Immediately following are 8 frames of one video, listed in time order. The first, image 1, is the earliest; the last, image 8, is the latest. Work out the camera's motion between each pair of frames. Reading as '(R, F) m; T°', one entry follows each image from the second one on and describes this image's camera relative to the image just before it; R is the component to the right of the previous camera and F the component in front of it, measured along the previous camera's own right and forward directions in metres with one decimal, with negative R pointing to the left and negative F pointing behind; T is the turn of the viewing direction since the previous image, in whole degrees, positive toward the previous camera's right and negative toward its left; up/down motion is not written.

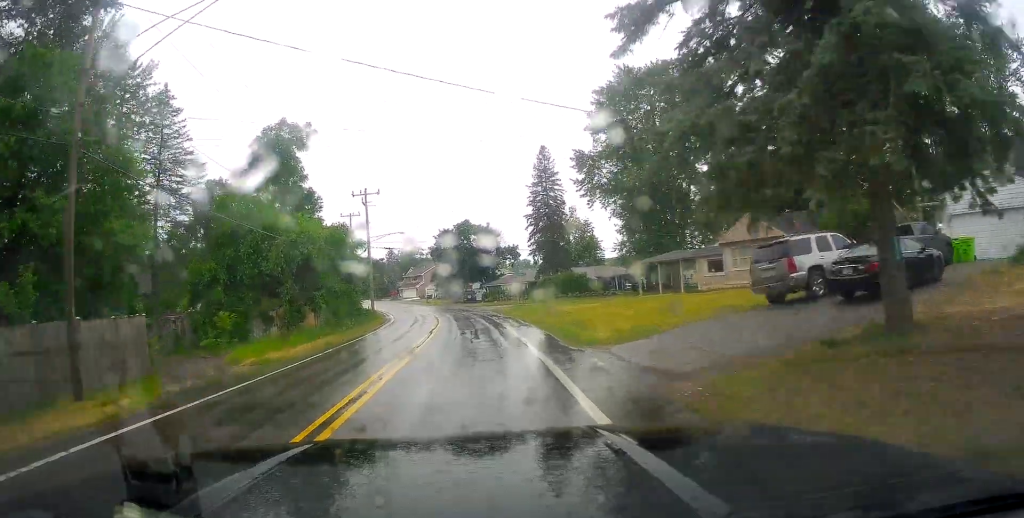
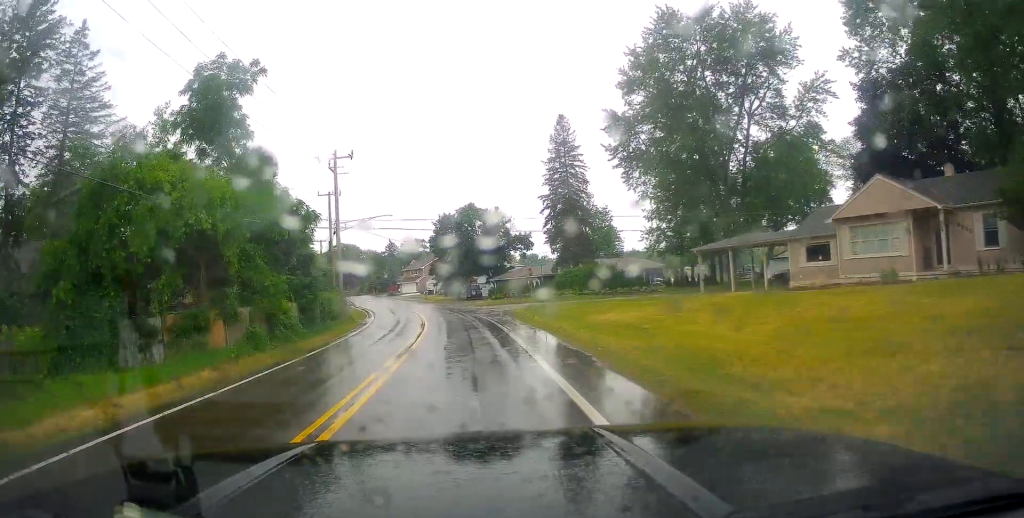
(0.0, +12.9) m; 0°
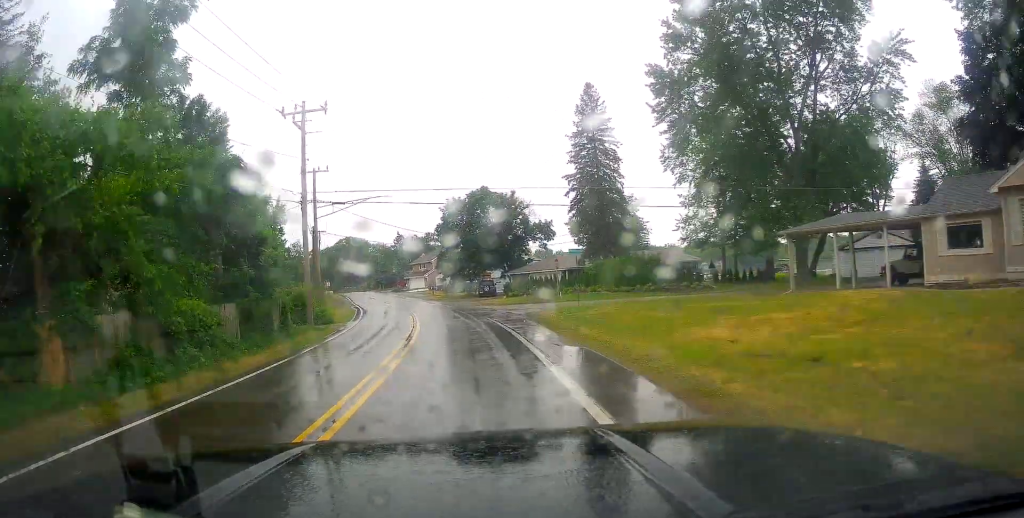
(0.0, +9.9) m; -1°
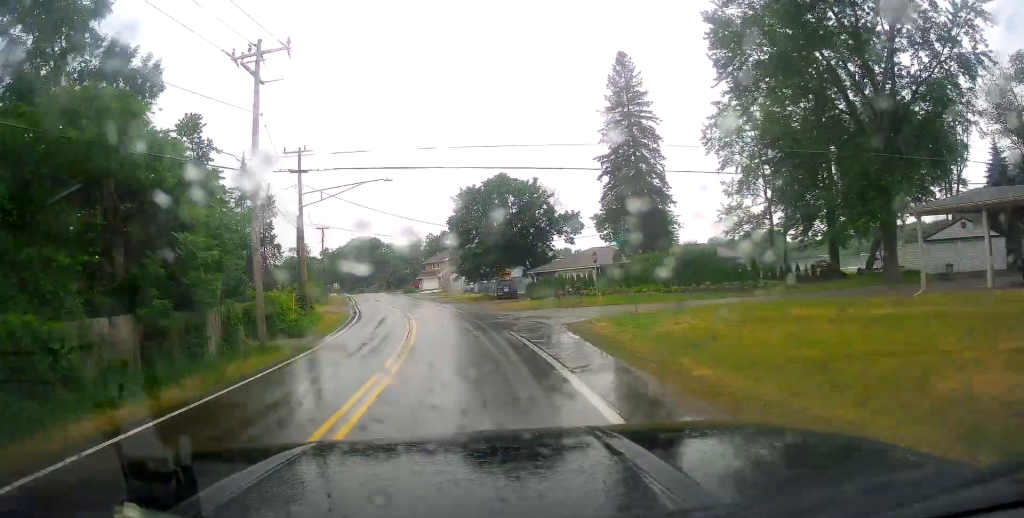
(+0.1, +8.5) m; -1°
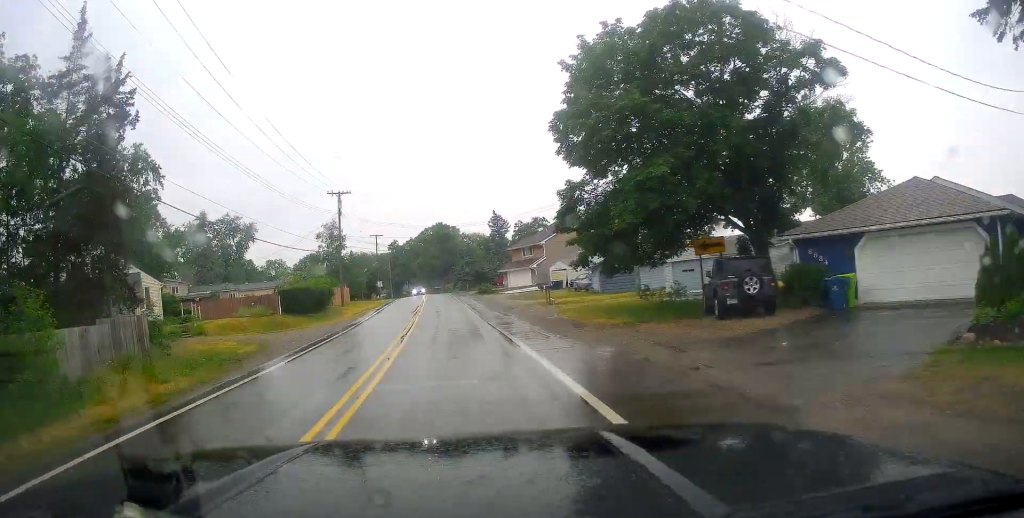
(-2.8, +36.8) m; -8°
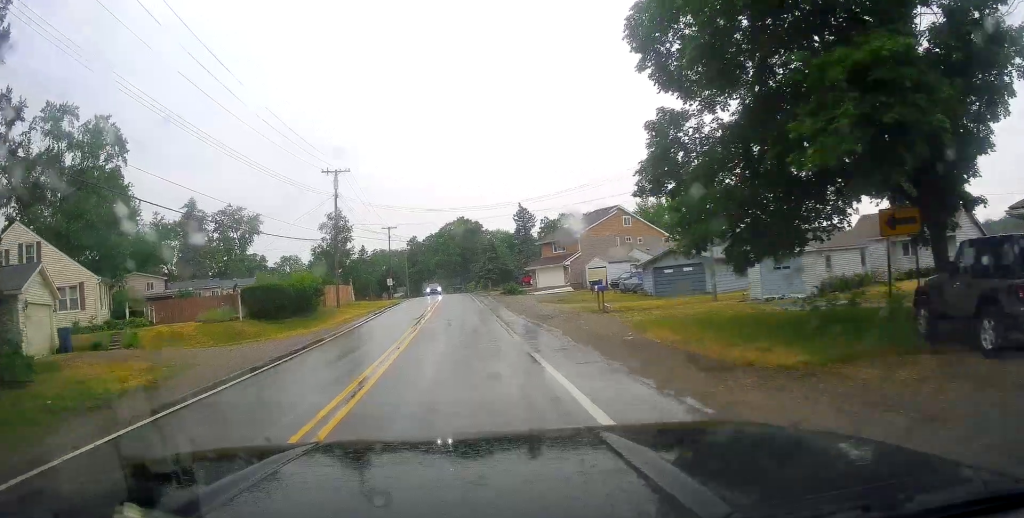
(-0.1, +10.4) m; -2°
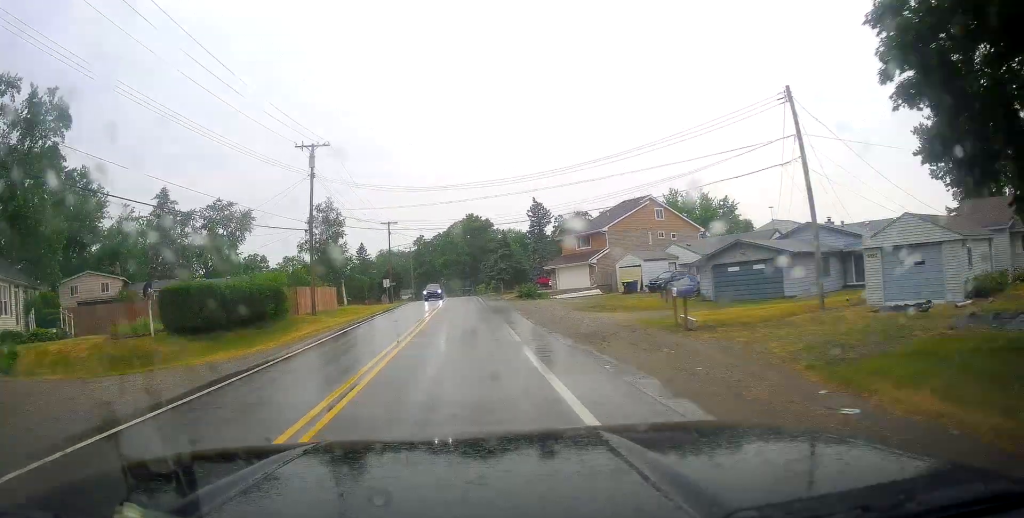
(-0.3, +9.8) m; -2°
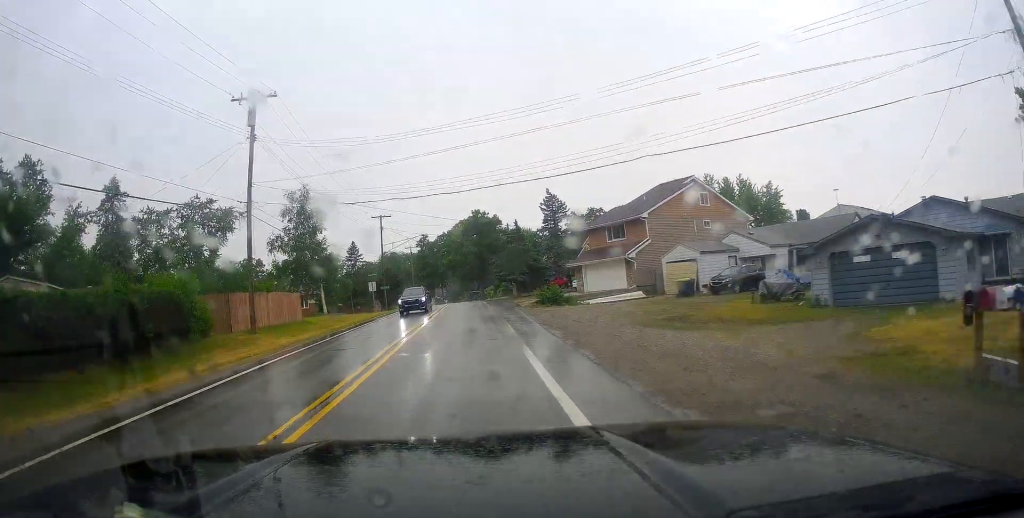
(-0.2, +11.9) m; -3°
